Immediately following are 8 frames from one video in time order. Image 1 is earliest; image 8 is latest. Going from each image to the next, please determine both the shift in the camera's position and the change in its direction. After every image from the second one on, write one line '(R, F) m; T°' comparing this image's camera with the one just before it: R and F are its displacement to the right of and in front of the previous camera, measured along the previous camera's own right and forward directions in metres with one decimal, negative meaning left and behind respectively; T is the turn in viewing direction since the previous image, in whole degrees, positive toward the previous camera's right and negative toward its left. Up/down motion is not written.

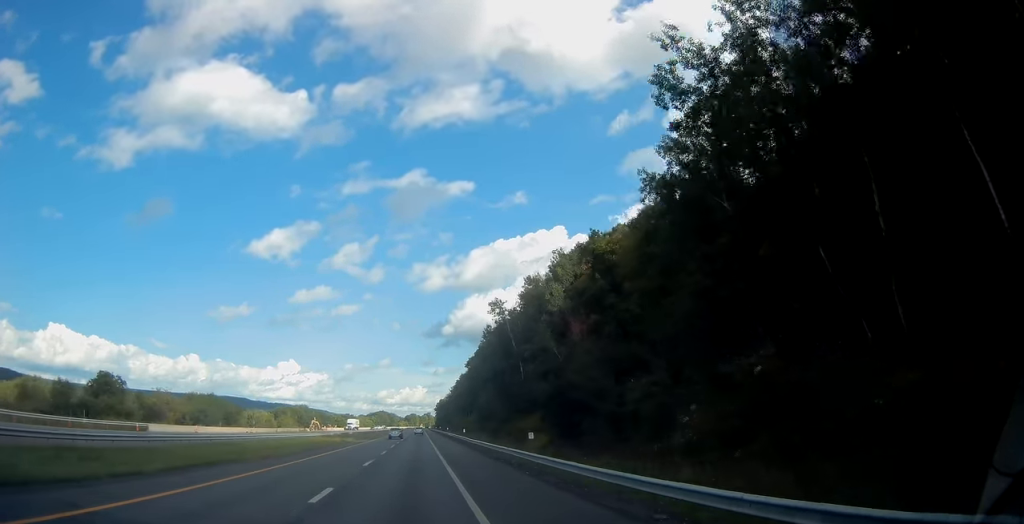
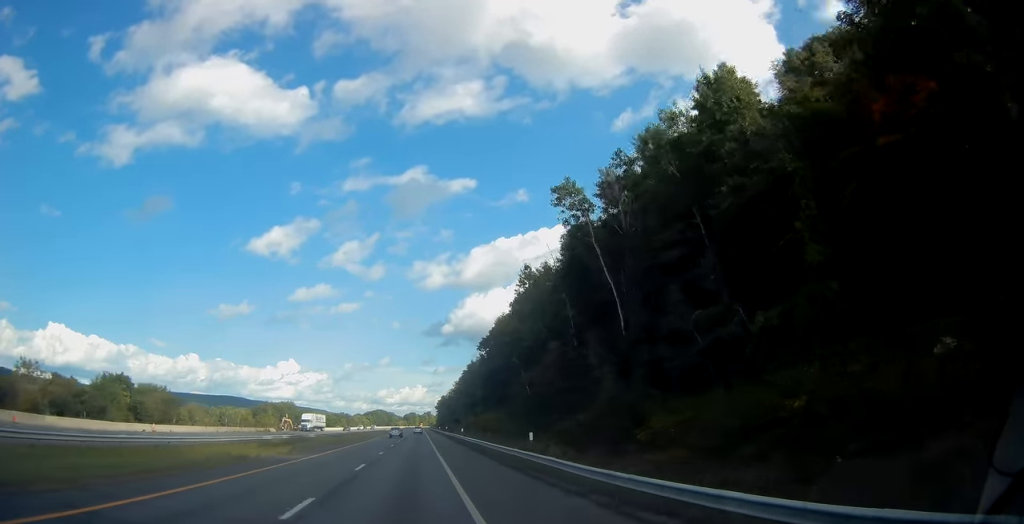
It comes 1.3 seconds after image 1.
(+0.3, +39.1) m; 0°
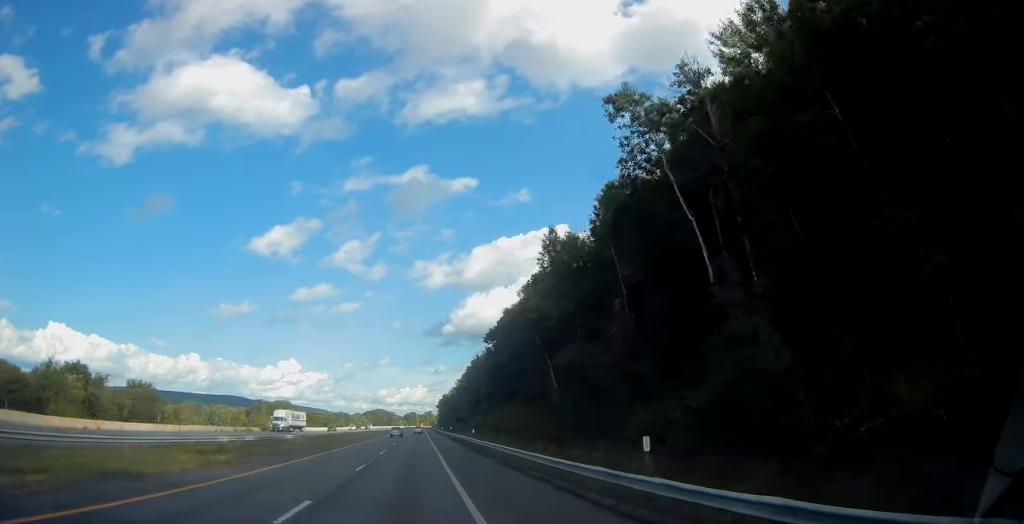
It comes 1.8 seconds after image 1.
(0.0, +12.7) m; 0°
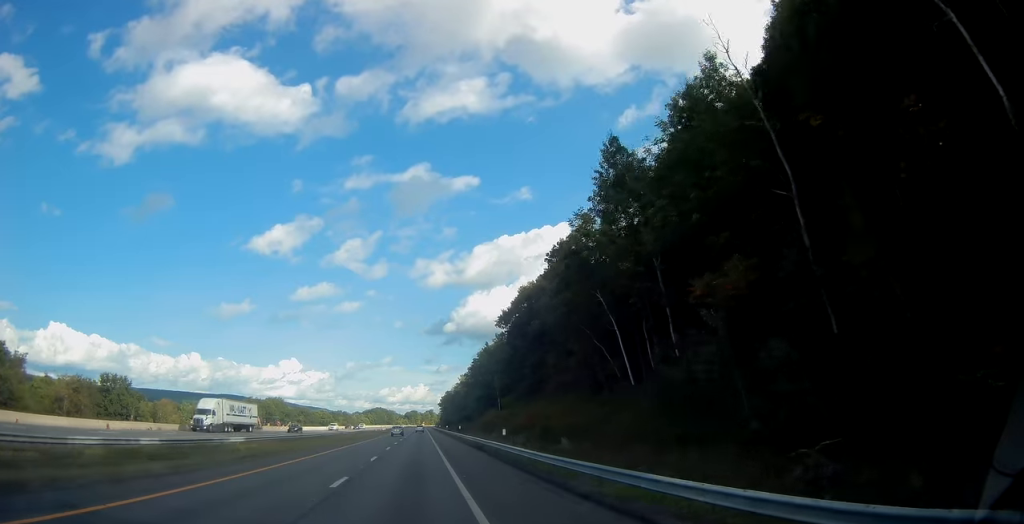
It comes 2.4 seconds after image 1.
(0.0, +18.6) m; 0°
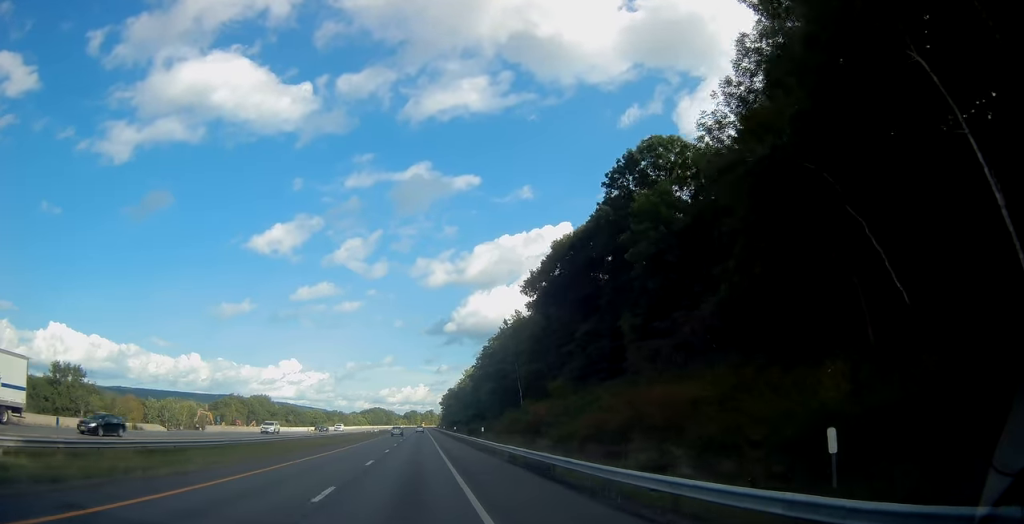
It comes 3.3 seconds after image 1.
(0.0, +27.3) m; -1°
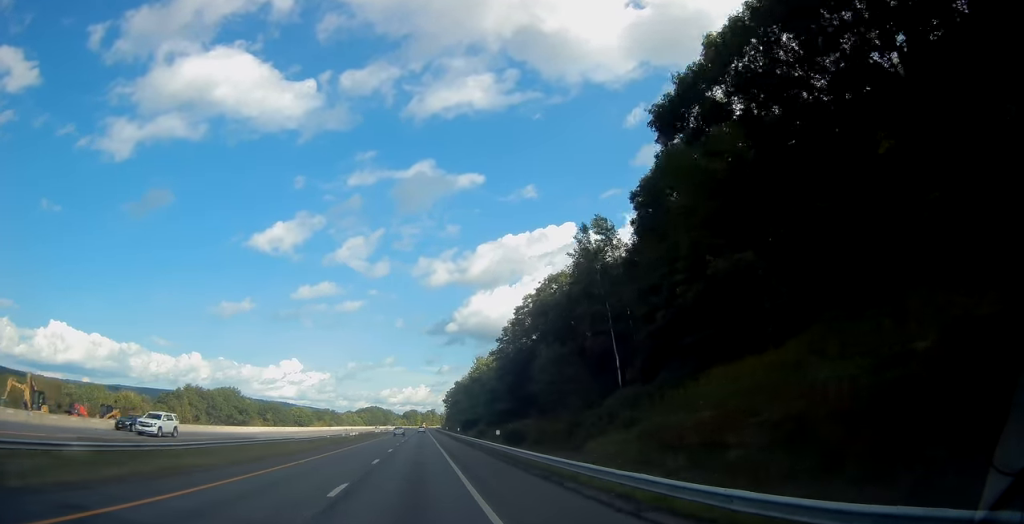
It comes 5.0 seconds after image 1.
(-0.3, +47.8) m; 0°
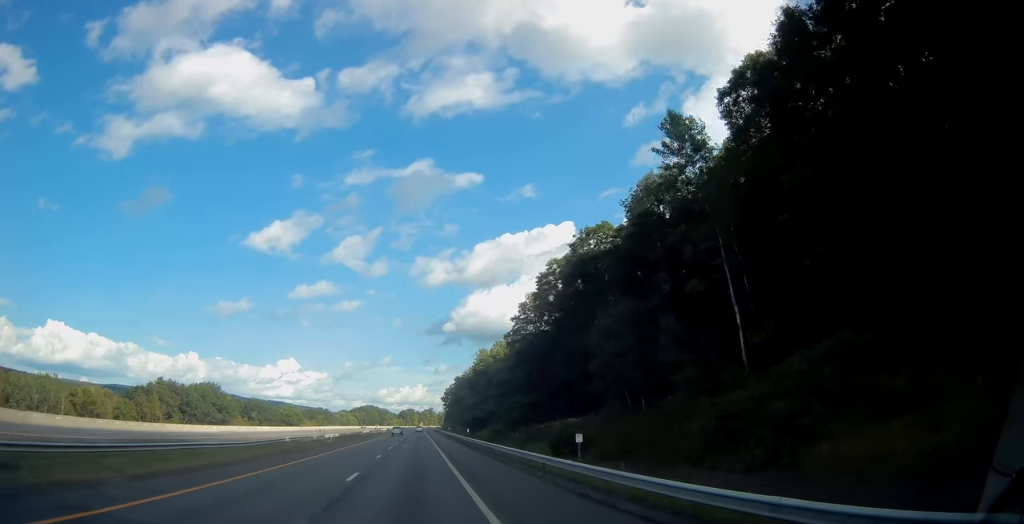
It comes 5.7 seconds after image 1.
(+0.1, +20.5) m; 0°
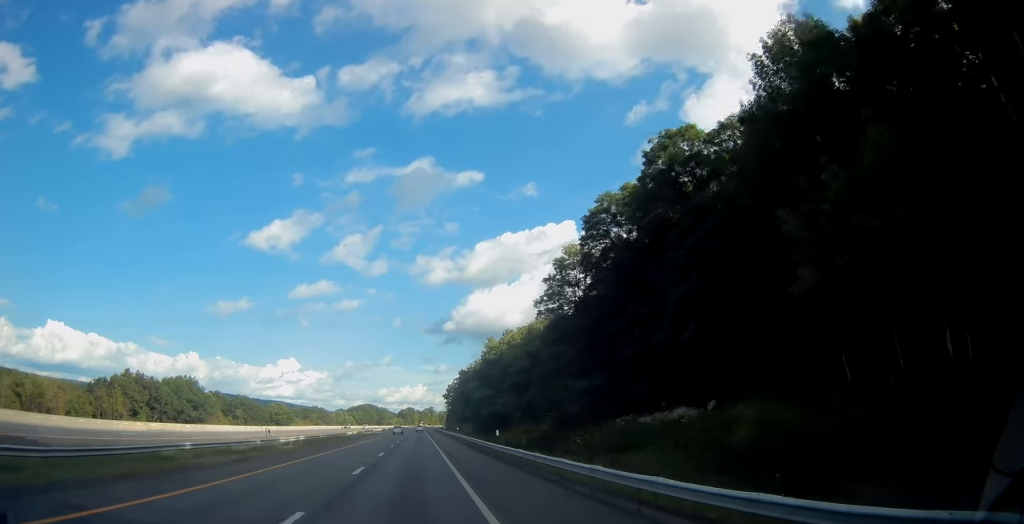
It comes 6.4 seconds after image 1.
(+0.1, +22.4) m; 0°
